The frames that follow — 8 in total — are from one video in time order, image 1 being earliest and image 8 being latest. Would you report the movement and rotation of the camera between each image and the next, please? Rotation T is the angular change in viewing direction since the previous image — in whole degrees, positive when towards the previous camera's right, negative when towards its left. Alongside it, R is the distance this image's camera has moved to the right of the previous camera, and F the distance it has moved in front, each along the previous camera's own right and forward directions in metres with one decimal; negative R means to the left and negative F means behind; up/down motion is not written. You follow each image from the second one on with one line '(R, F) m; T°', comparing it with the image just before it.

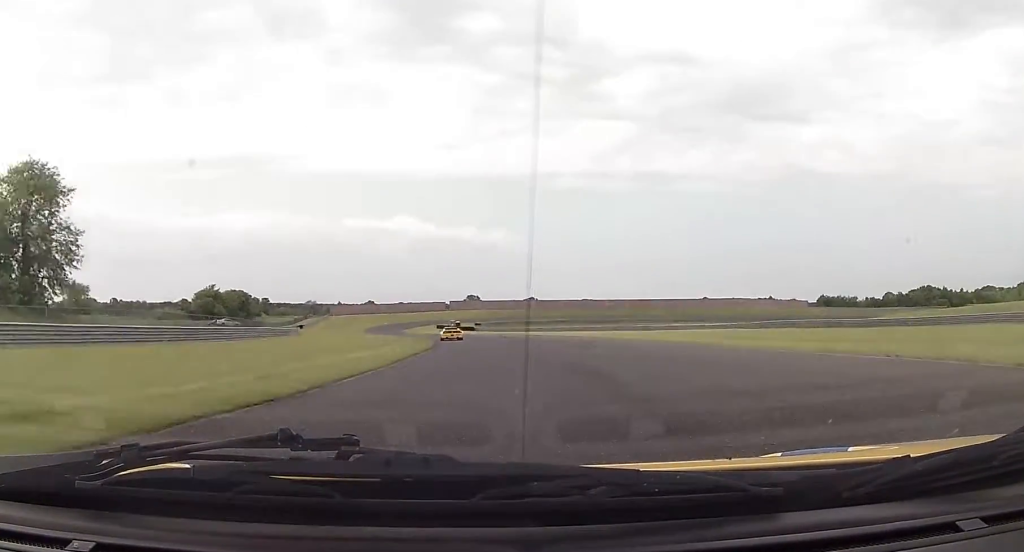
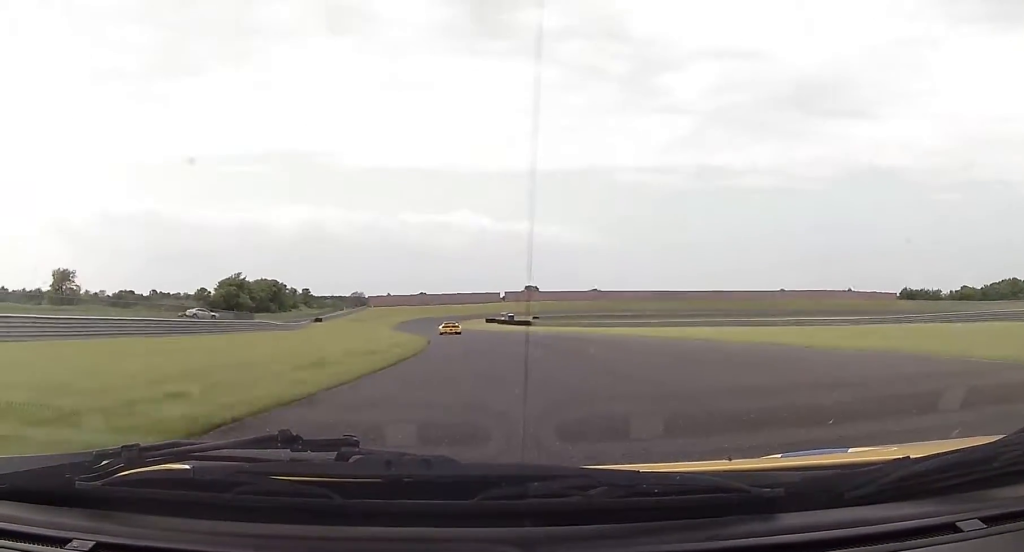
(-1.8, +33.2) m; -6°
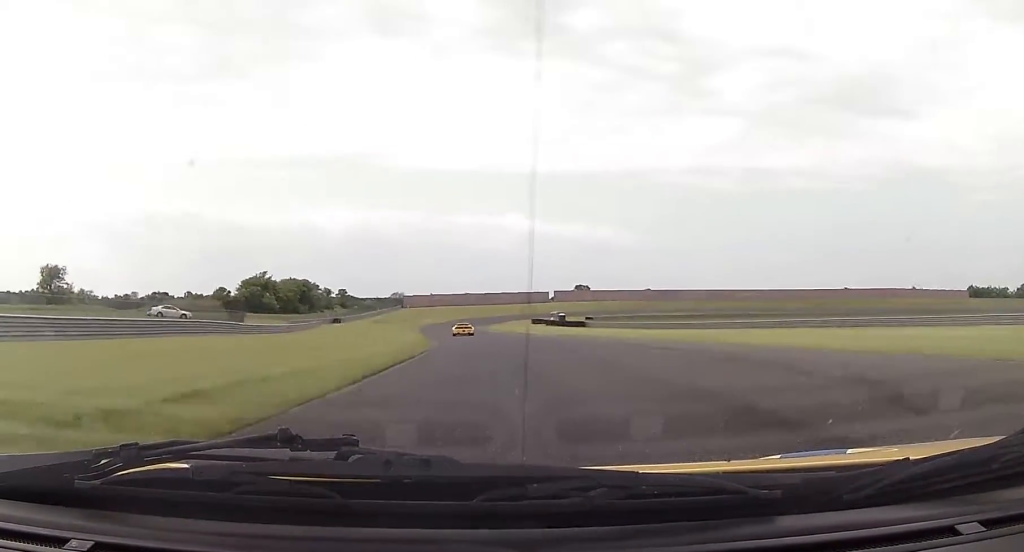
(+0.1, +22.1) m; -3°
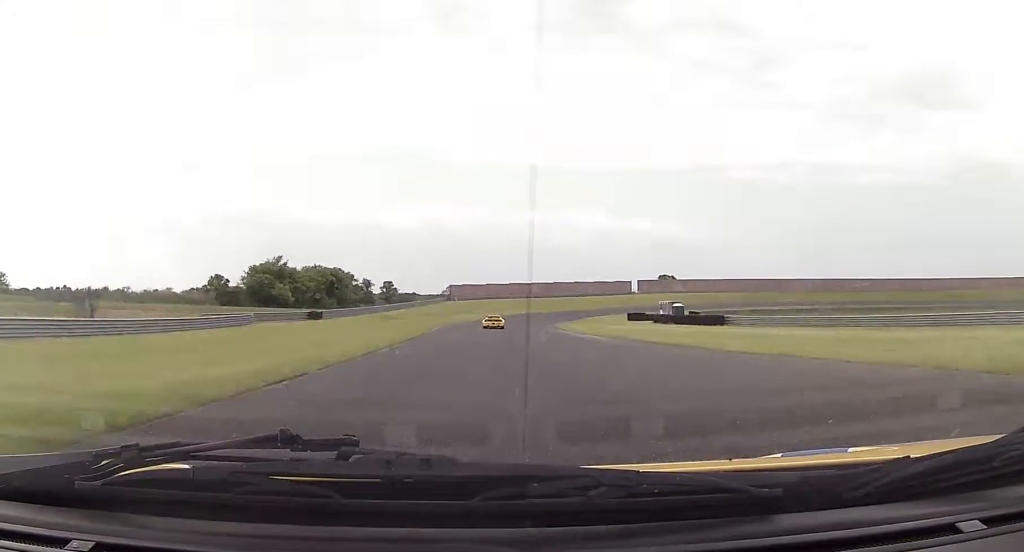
(-3.8, +49.8) m; -6°
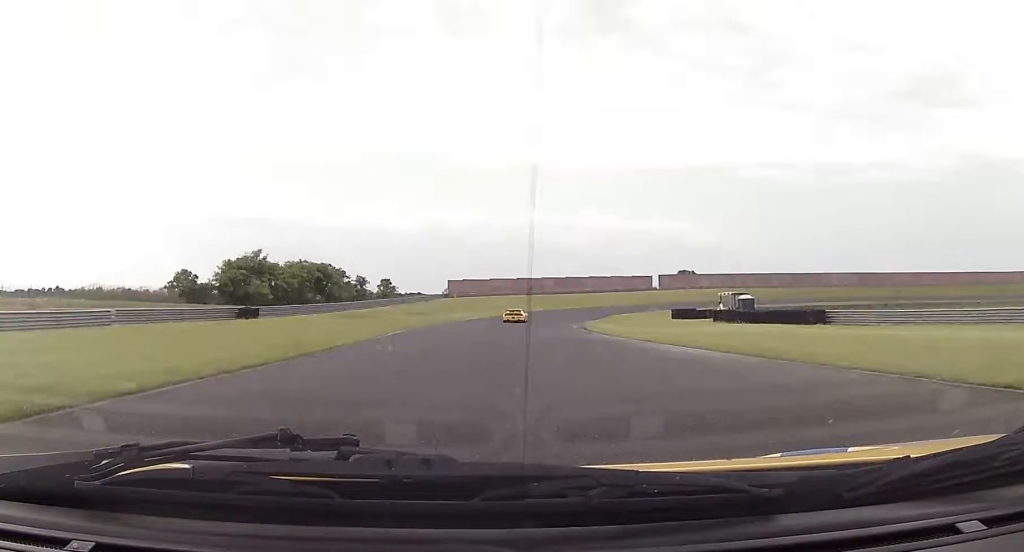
(-0.6, +22.7) m; -1°
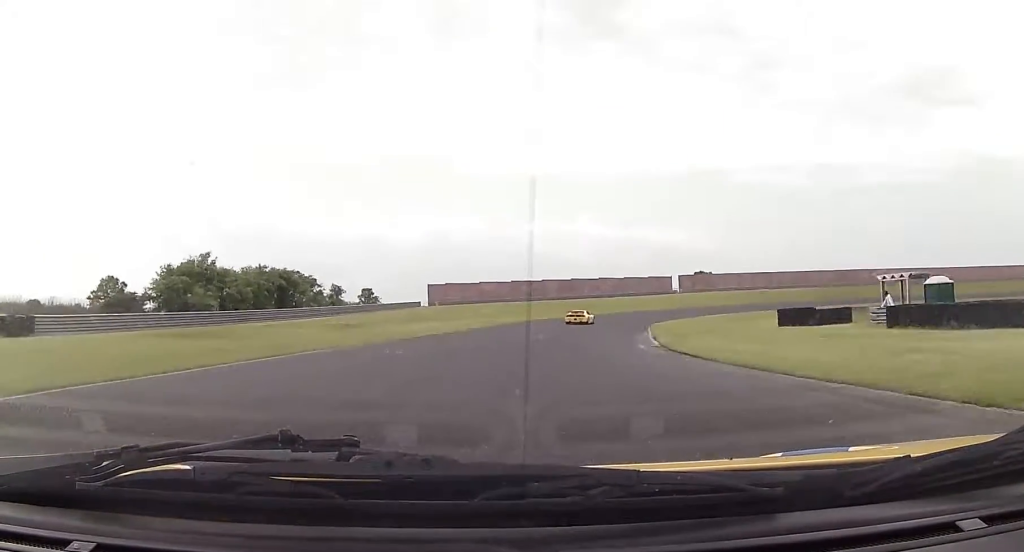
(0.0, +29.6) m; +1°
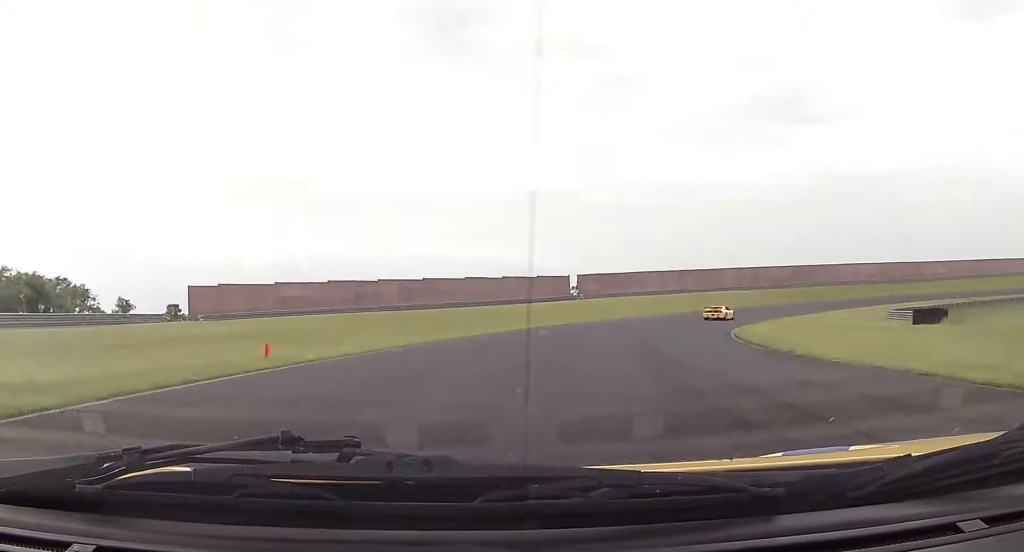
(+3.3, +54.9) m; +12°
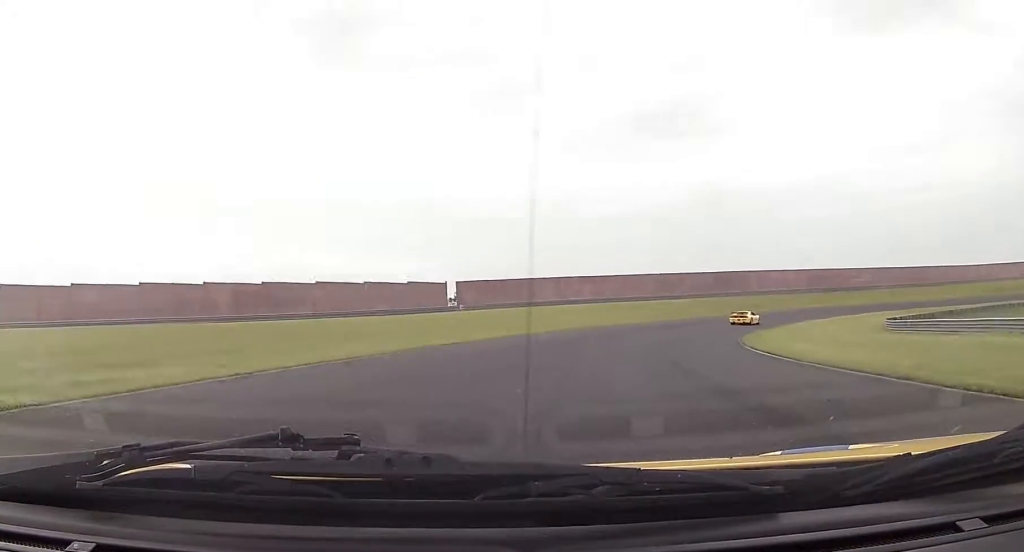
(+1.1, +20.6) m; +11°
